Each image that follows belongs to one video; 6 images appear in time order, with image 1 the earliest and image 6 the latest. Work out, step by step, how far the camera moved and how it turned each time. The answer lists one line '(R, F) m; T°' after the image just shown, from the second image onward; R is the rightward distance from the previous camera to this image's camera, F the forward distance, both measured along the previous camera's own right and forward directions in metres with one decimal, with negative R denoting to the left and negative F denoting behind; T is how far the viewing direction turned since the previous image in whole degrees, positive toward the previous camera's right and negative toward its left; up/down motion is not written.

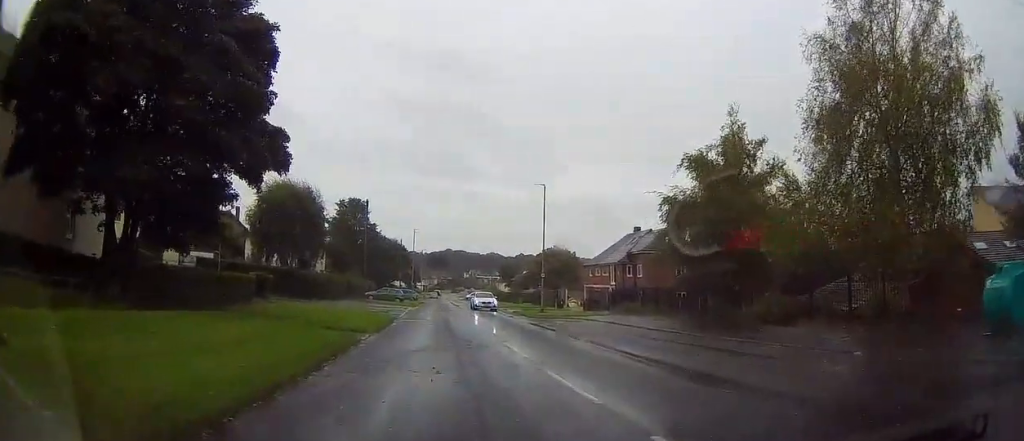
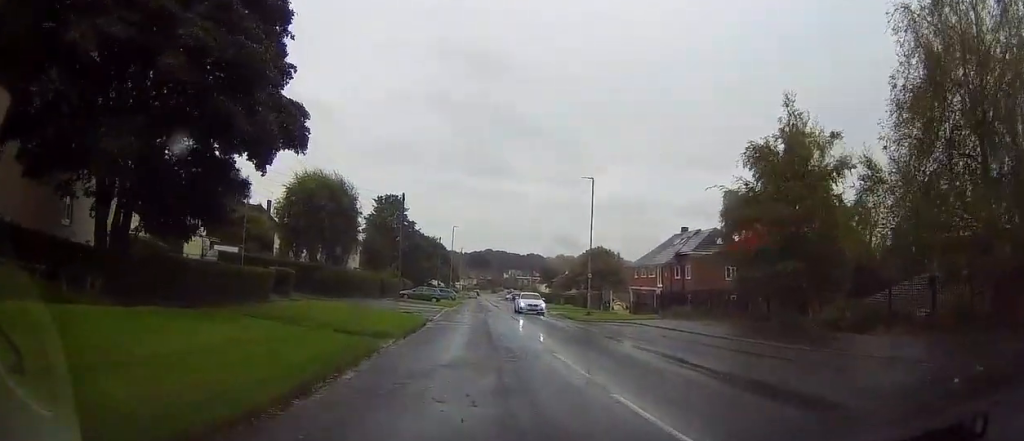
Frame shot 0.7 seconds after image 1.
(-0.3, +2.6) m; -10°
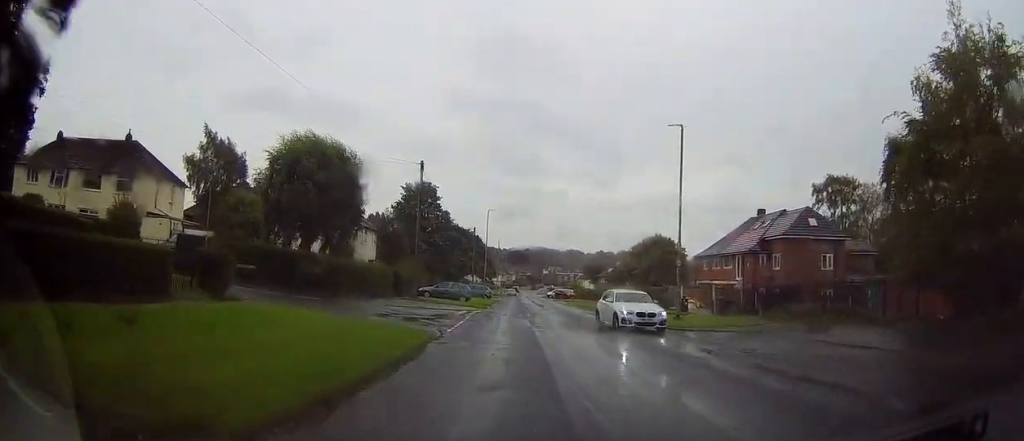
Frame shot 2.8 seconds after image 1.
(-0.1, +11.7) m; -1°
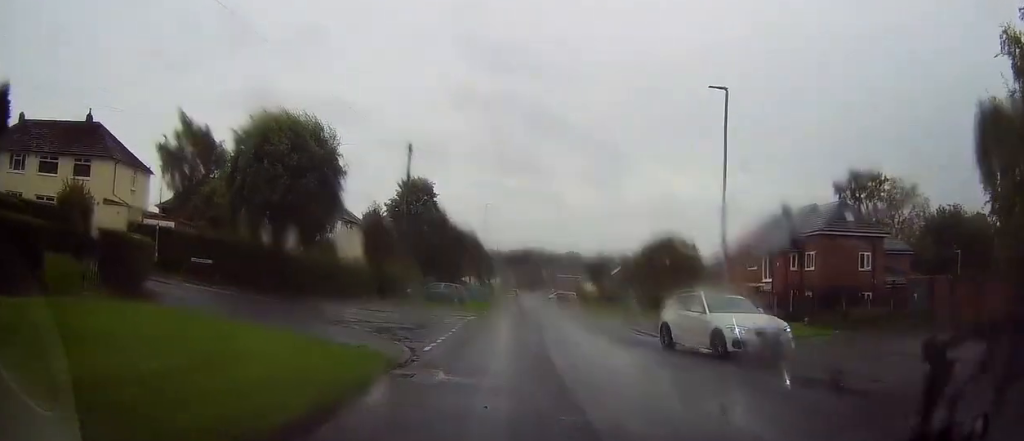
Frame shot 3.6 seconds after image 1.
(-0.2, +5.4) m; -2°
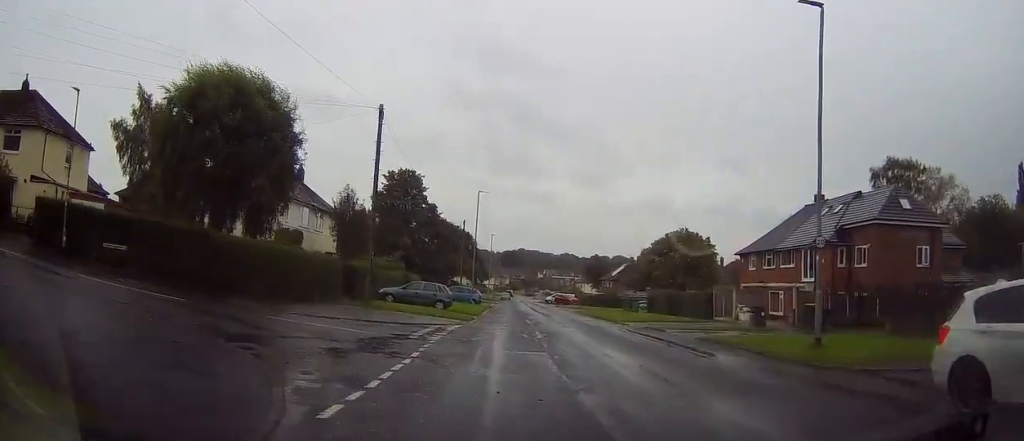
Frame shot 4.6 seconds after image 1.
(0.0, +7.4) m; 0°
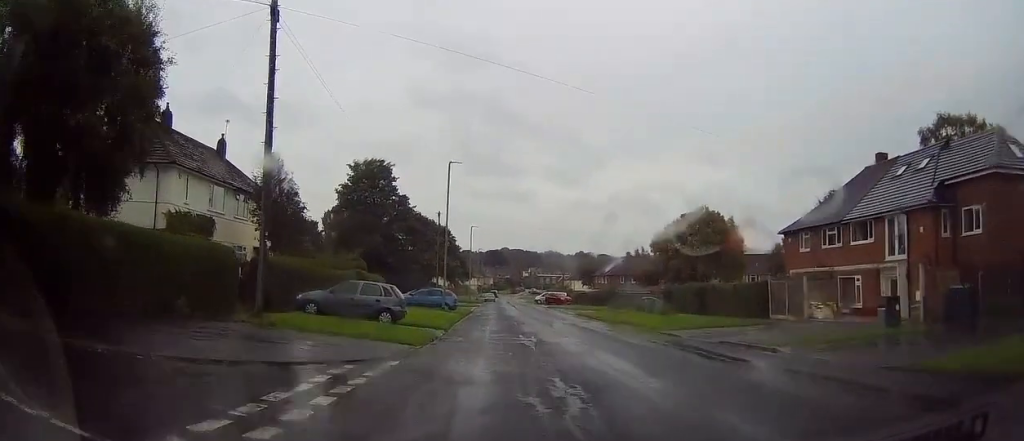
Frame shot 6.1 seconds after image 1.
(+0.3, +11.8) m; +3°
